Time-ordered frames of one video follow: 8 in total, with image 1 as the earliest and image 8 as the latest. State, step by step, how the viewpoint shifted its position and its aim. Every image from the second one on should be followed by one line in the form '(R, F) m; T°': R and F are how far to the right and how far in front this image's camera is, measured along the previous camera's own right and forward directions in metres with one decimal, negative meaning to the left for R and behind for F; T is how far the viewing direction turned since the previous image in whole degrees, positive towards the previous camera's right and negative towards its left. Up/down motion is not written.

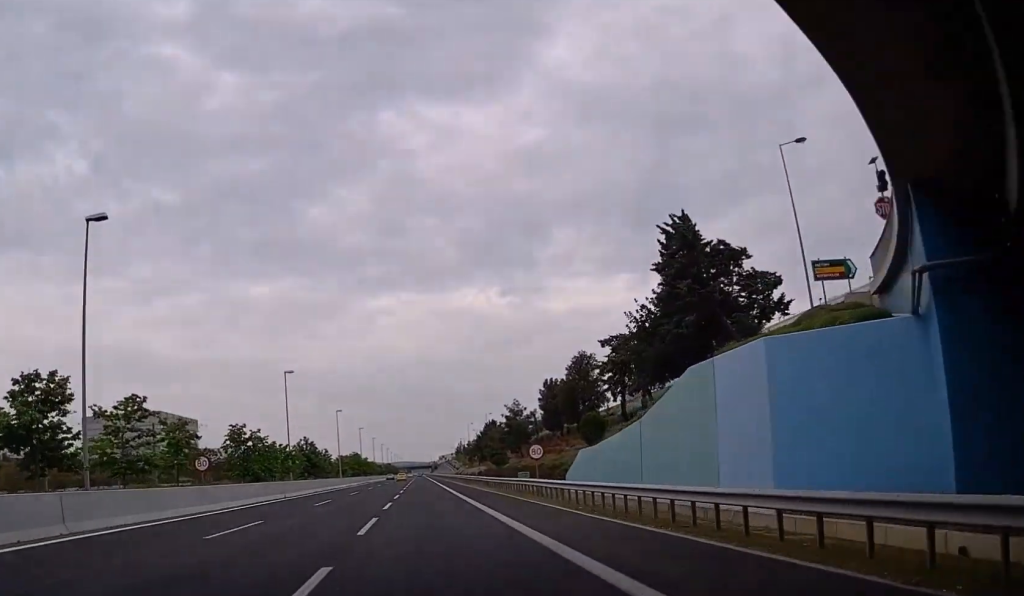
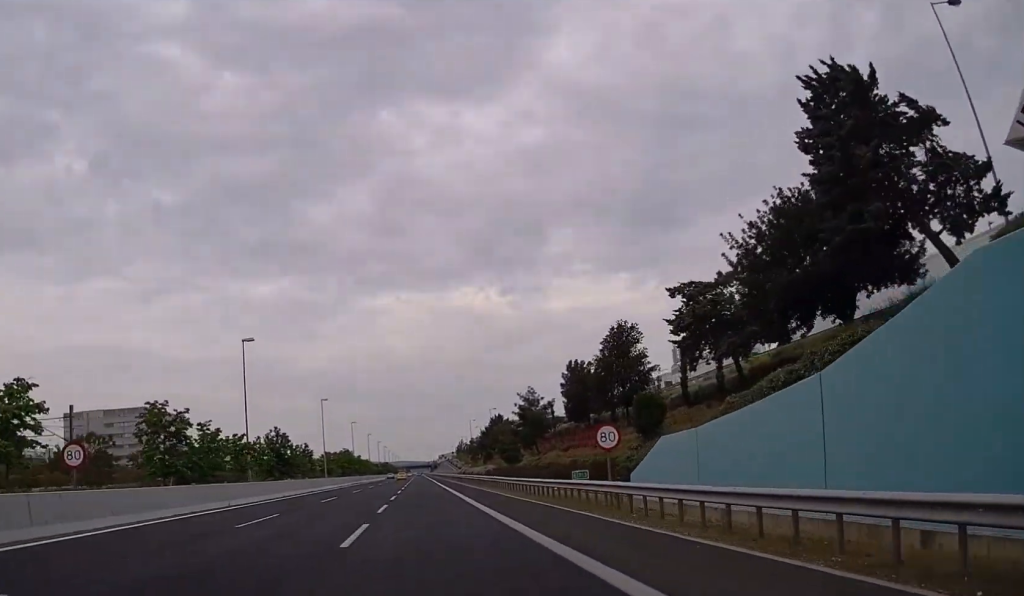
(-0.2, +15.1) m; 0°
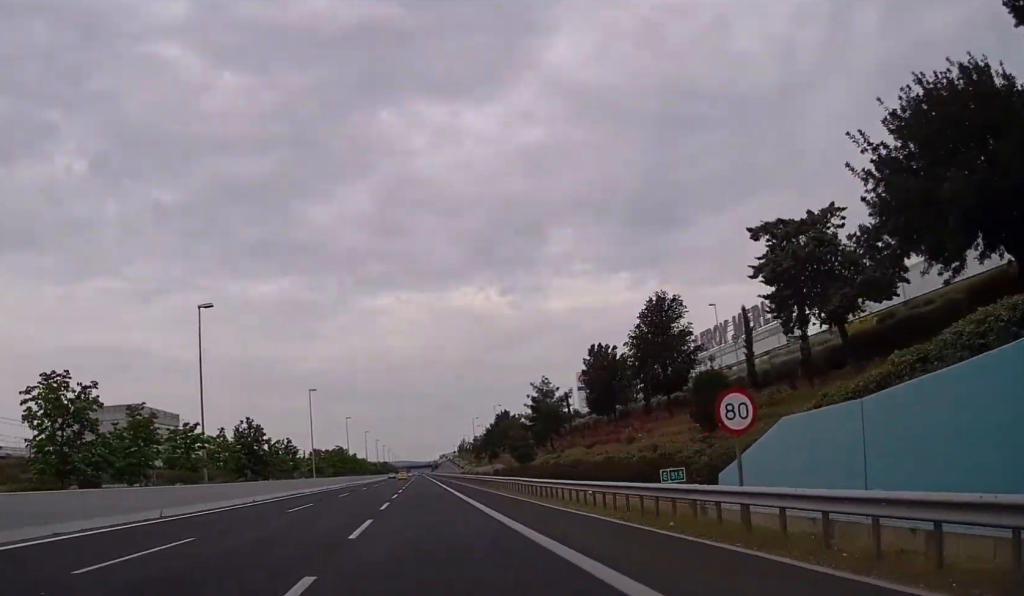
(0.0, +10.1) m; 0°
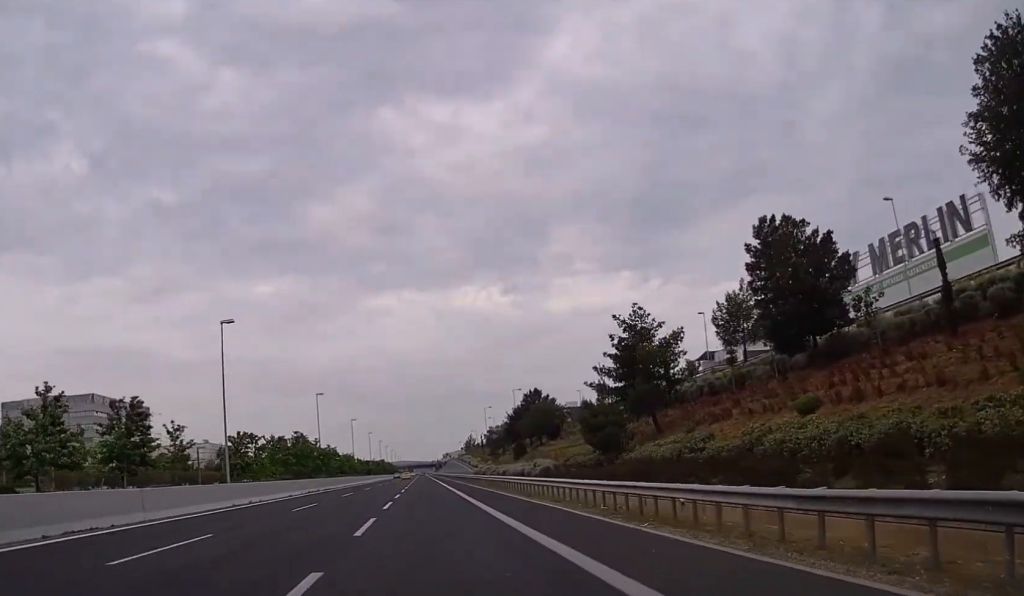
(+0.3, +35.8) m; +1°
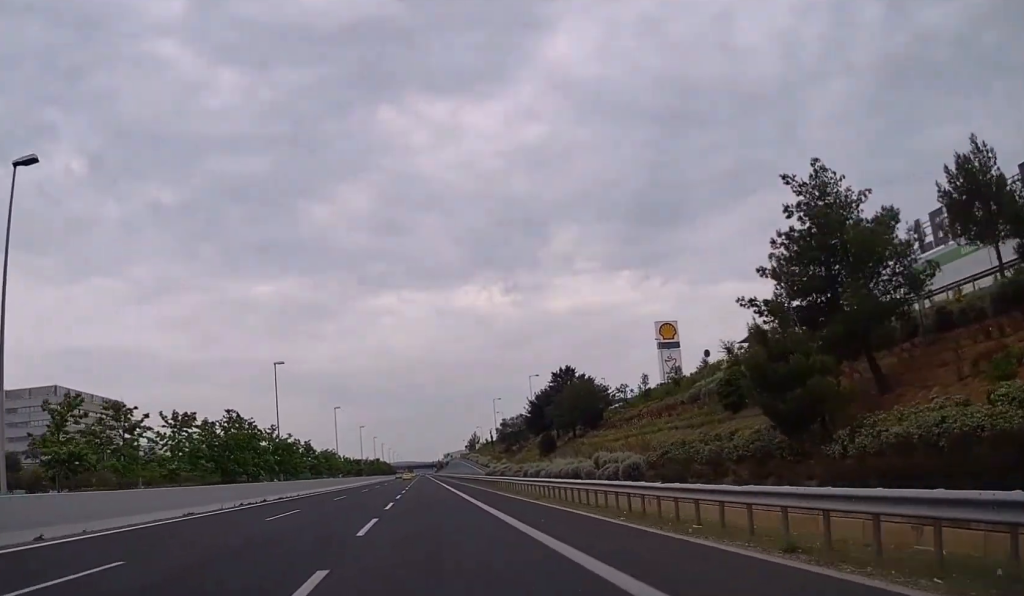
(0.0, +24.3) m; 0°
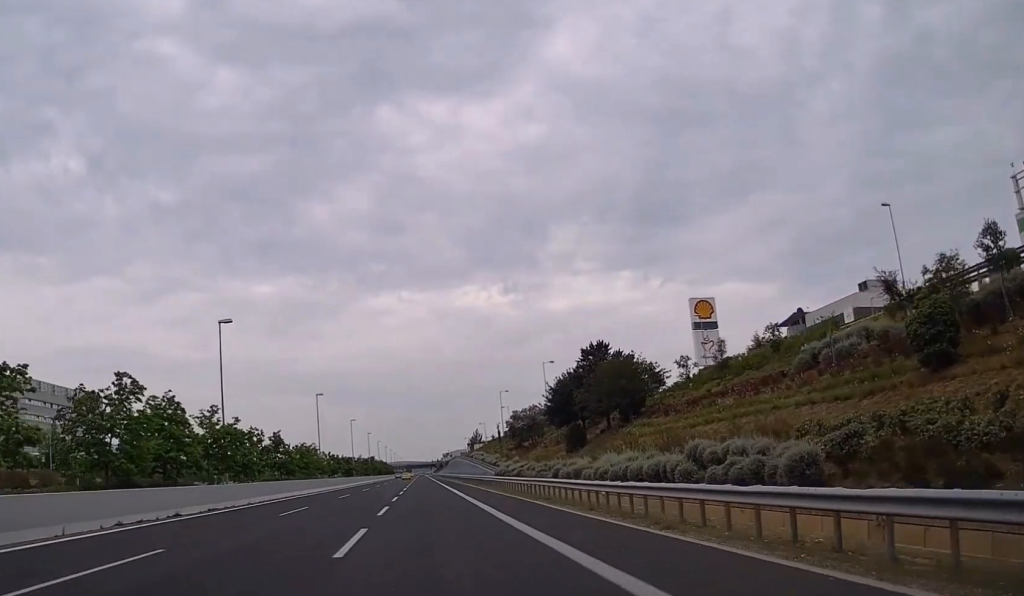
(0.0, +16.5) m; 0°
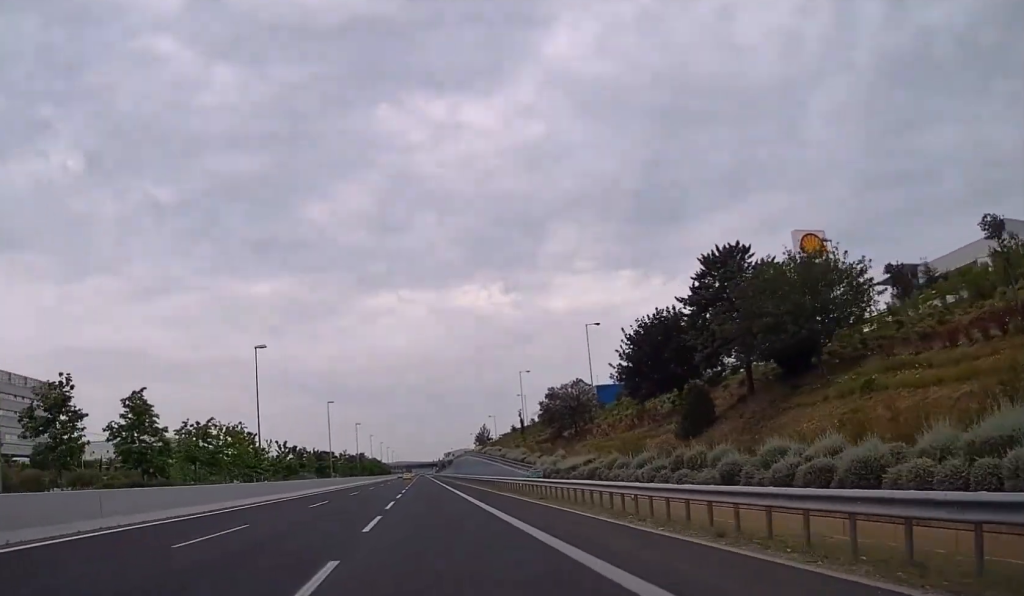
(0.0, +31.1) m; 0°
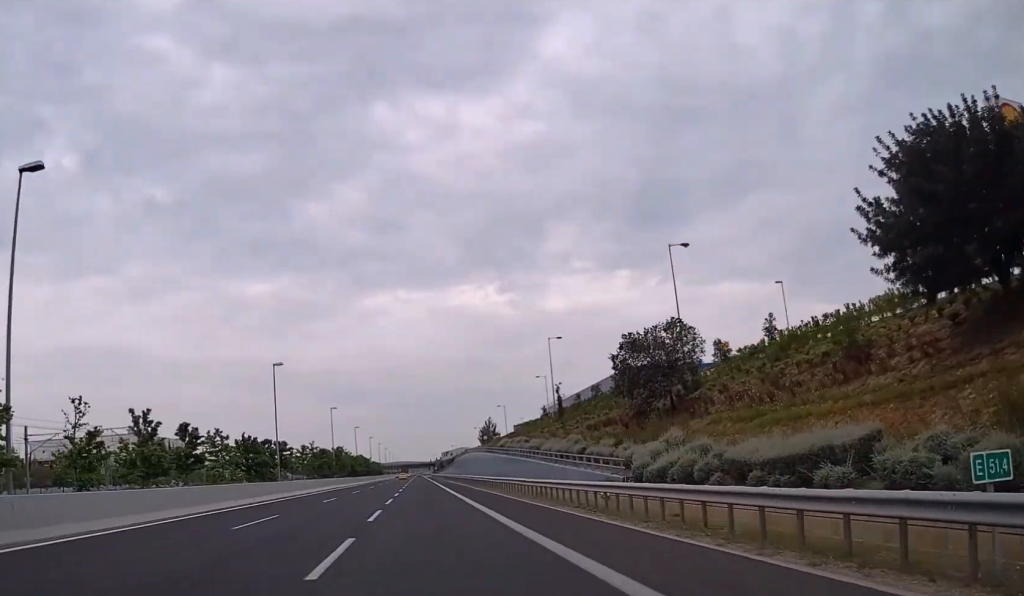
(0.0, +32.2) m; 0°
